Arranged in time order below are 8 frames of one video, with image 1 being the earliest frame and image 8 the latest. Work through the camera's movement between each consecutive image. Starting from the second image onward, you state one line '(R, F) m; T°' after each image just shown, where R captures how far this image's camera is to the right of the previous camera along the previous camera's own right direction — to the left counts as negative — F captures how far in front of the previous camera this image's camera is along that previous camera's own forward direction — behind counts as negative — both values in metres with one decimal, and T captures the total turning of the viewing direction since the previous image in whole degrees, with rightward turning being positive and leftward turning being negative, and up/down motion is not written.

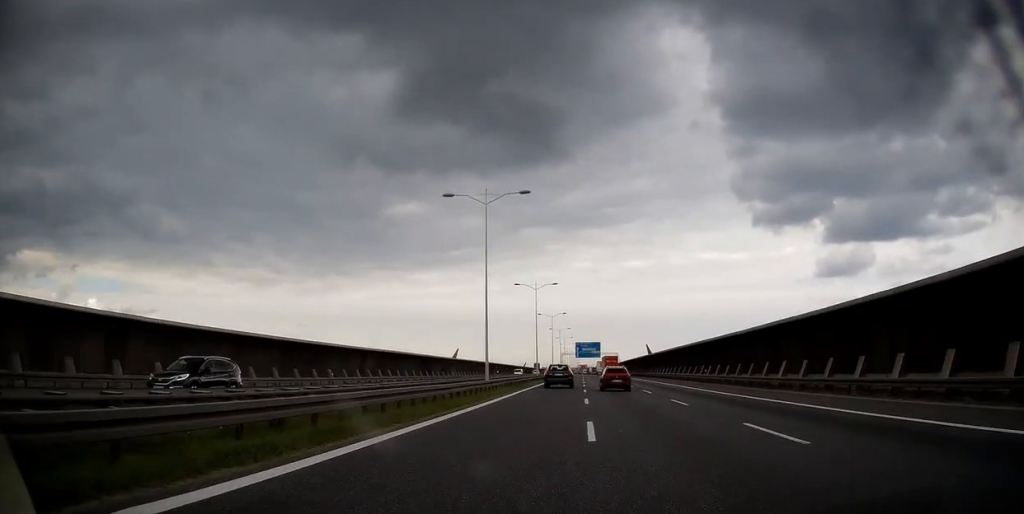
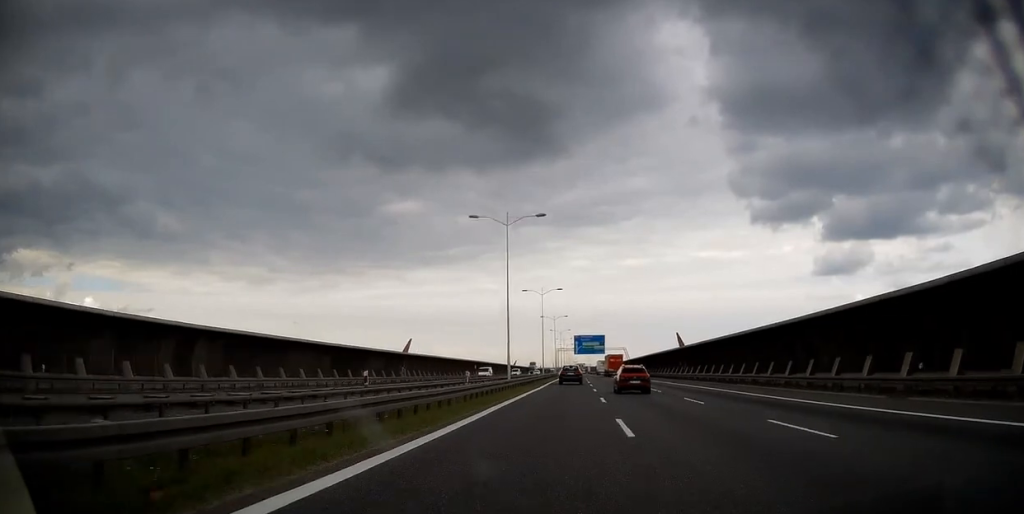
(+0.1, +35.5) m; 0°
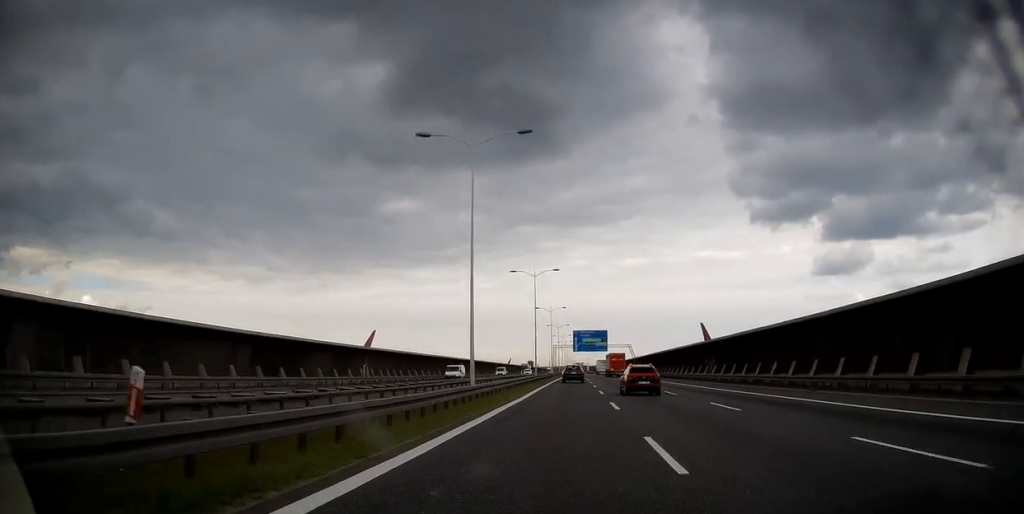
(0.0, +16.3) m; 0°
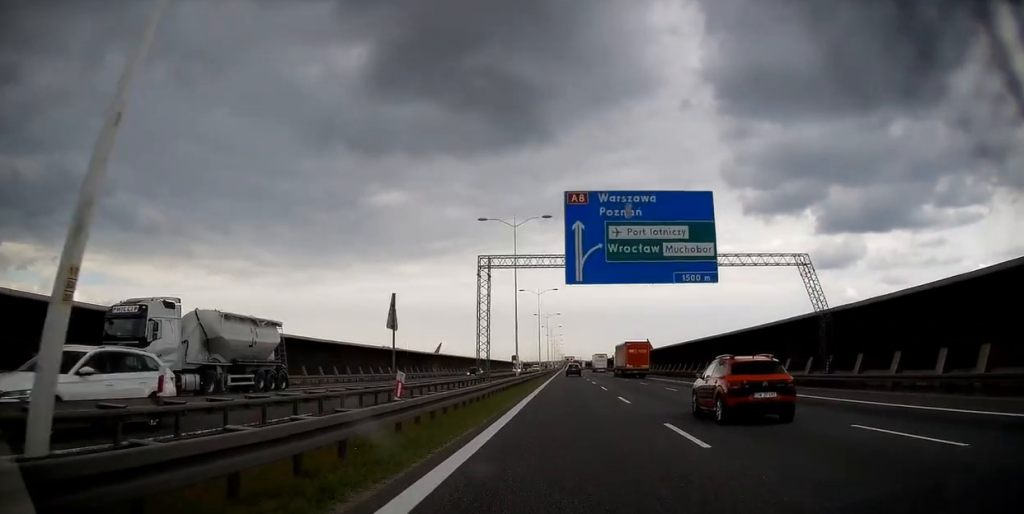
(+1.0, +106.7) m; +1°
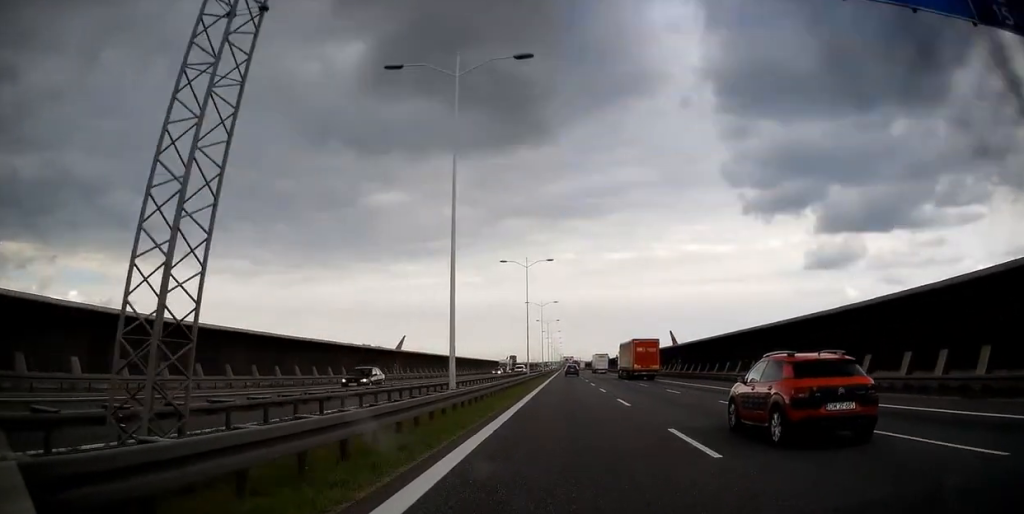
(0.0, +25.2) m; 0°
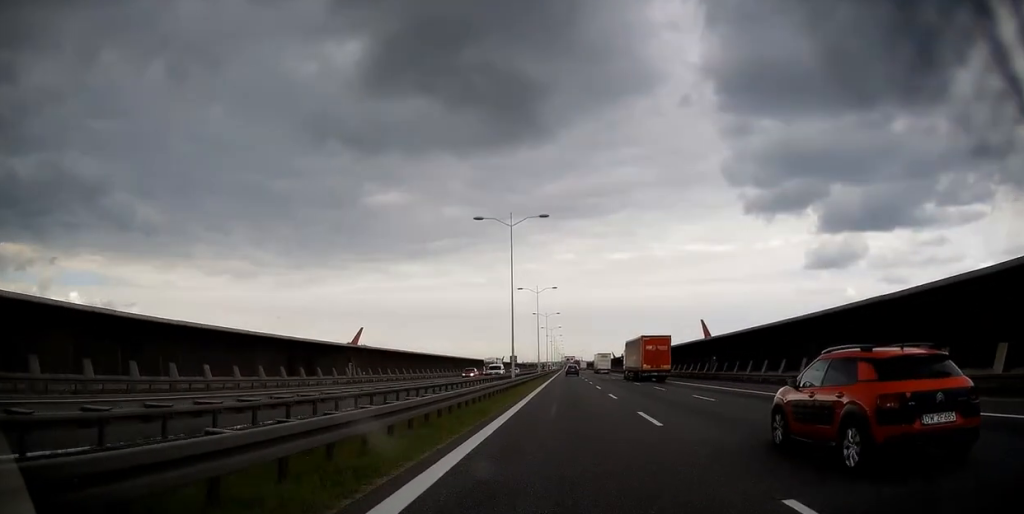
(0.0, +19.2) m; 0°
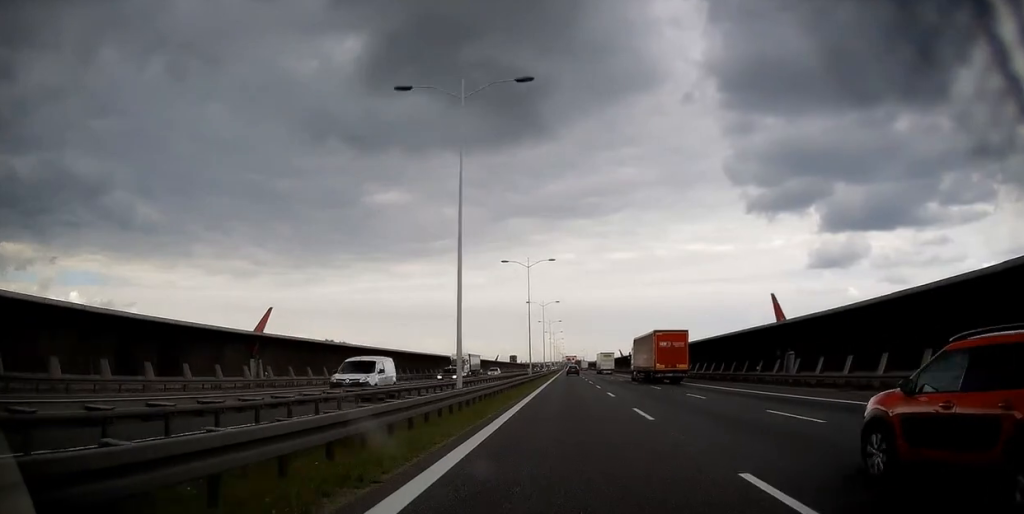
(0.0, +22.7) m; 0°
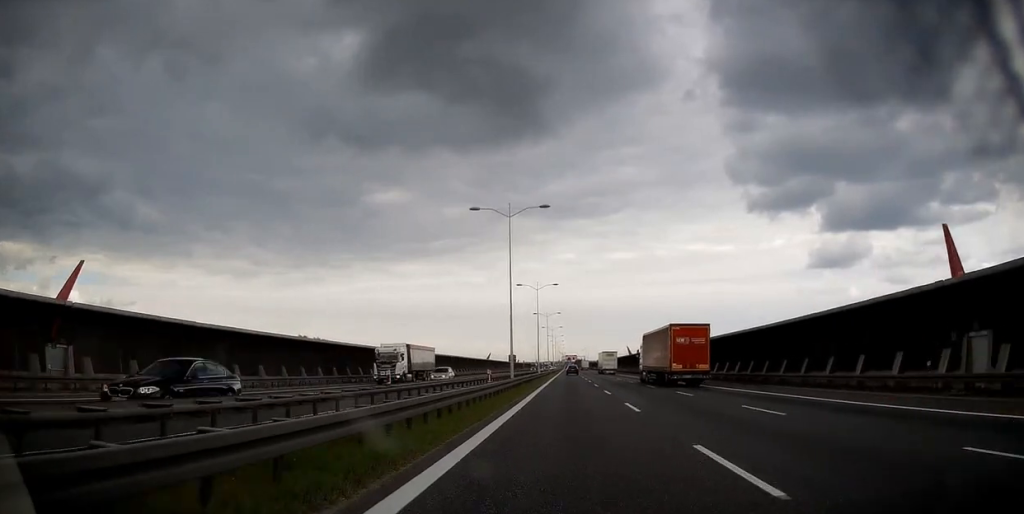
(0.0, +21.5) m; 0°
